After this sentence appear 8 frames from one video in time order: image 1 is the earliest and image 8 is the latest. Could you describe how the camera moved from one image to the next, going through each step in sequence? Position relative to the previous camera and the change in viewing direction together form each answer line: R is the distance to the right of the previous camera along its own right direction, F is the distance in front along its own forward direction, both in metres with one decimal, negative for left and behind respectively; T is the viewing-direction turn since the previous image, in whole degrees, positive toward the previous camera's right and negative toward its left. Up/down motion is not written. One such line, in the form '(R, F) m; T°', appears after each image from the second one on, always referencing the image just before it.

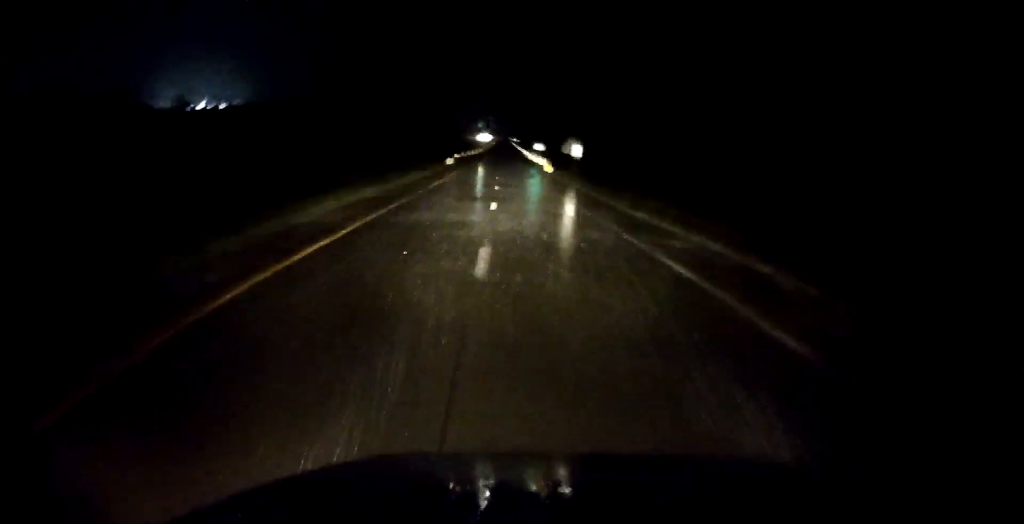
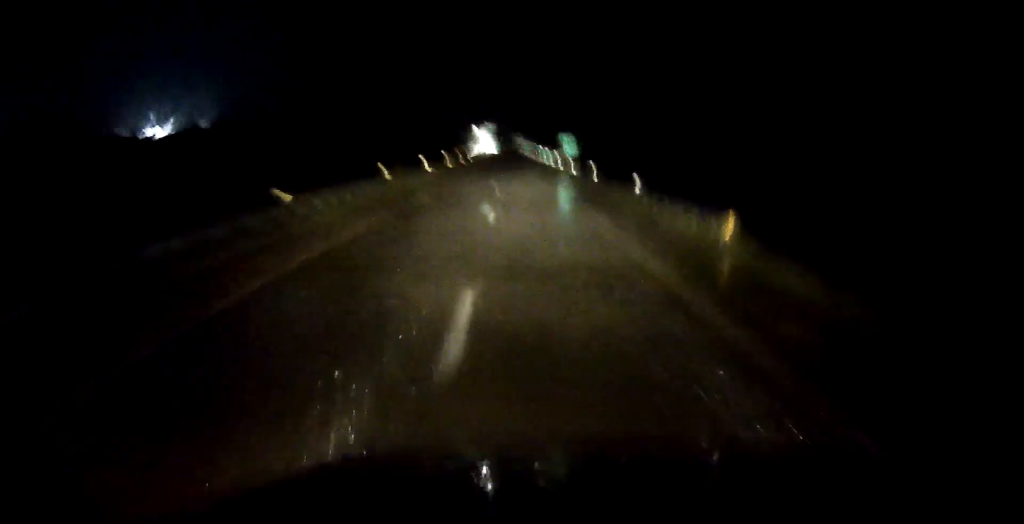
(-0.2, +65.7) m; 0°
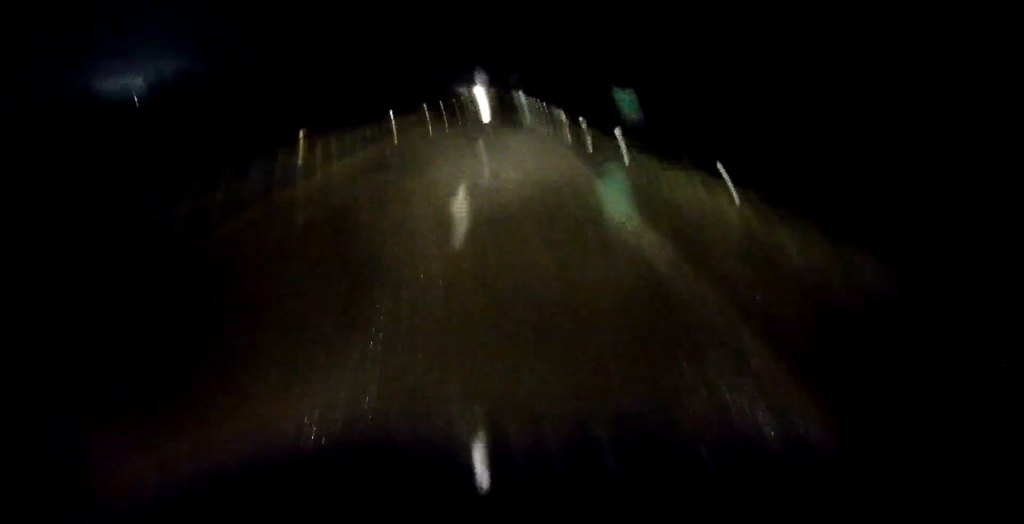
(0.0, +44.3) m; 0°
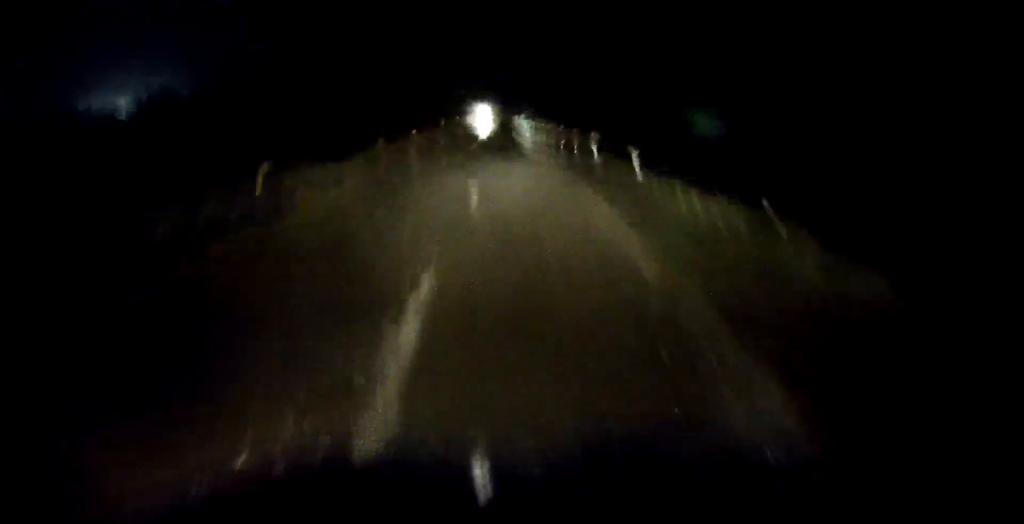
(-0.1, +18.3) m; 0°
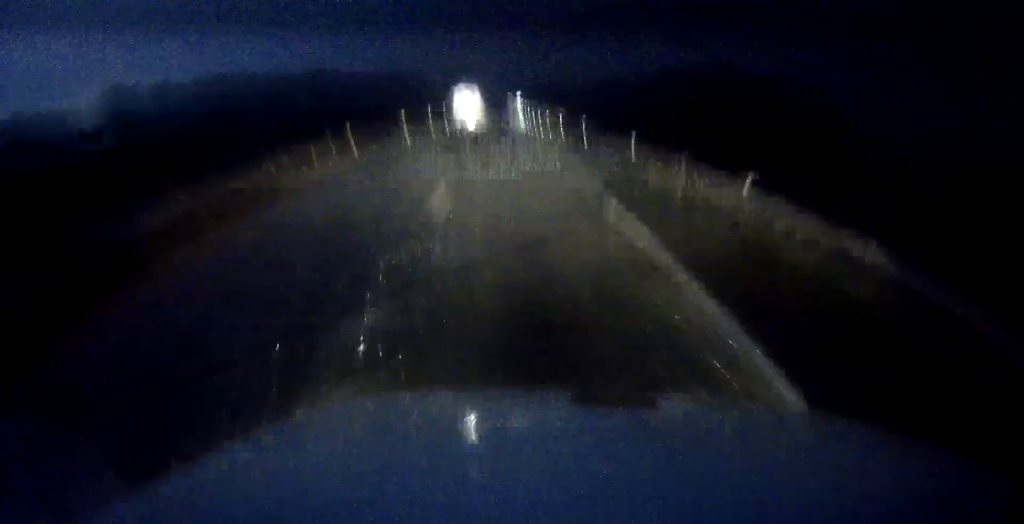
(0.0, +29.7) m; +1°
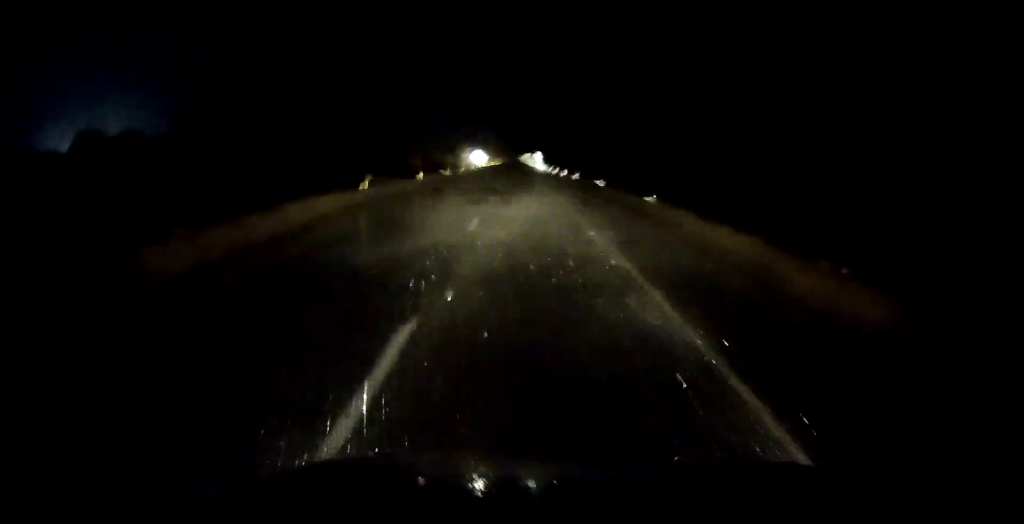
(+0.2, +30.7) m; 0°
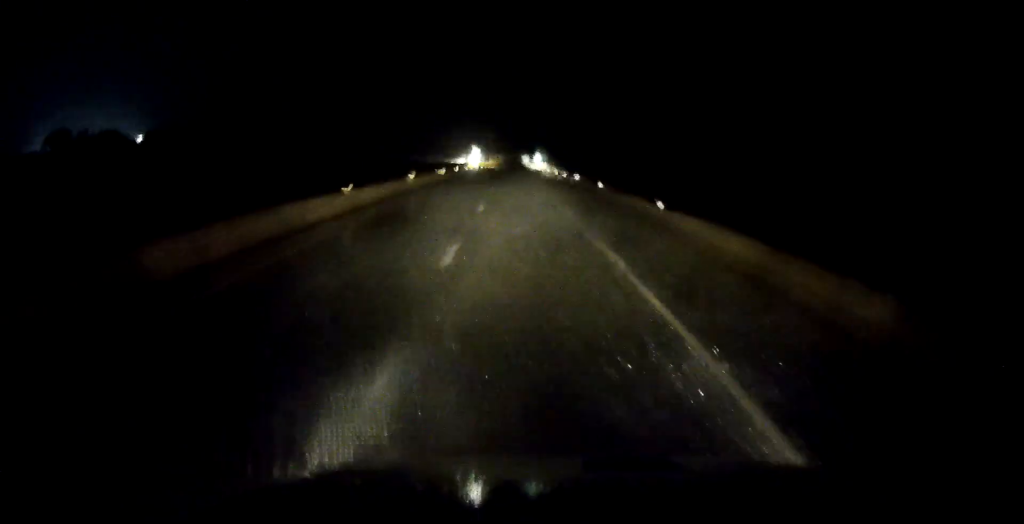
(-0.2, +17.1) m; 0°
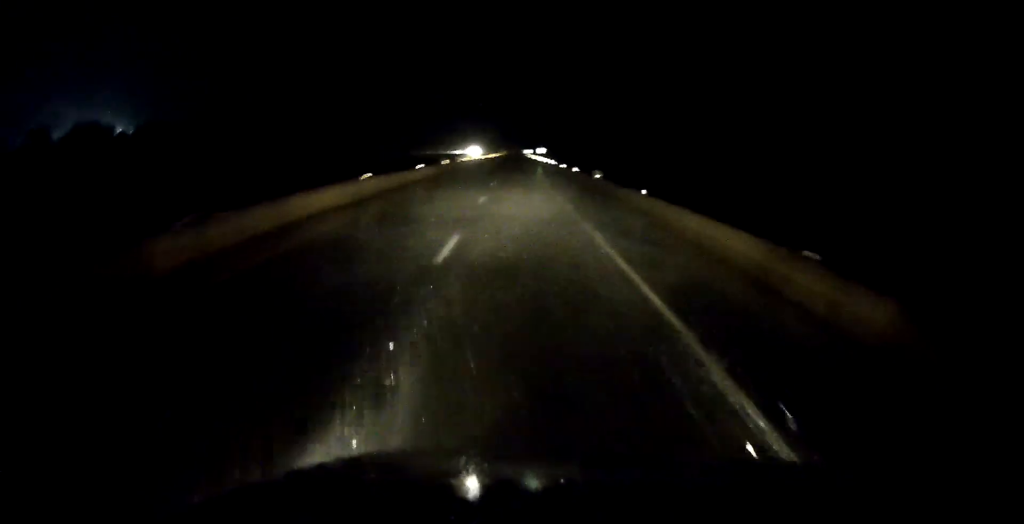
(0.0, +12.4) m; 0°
